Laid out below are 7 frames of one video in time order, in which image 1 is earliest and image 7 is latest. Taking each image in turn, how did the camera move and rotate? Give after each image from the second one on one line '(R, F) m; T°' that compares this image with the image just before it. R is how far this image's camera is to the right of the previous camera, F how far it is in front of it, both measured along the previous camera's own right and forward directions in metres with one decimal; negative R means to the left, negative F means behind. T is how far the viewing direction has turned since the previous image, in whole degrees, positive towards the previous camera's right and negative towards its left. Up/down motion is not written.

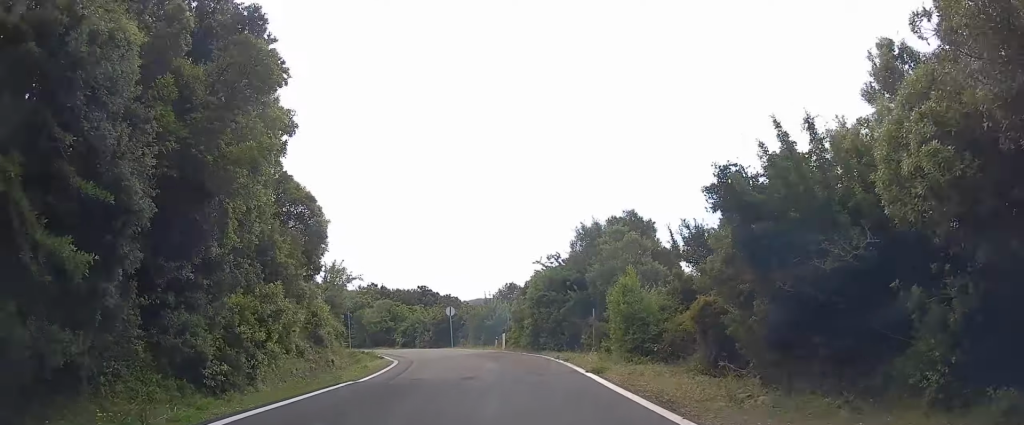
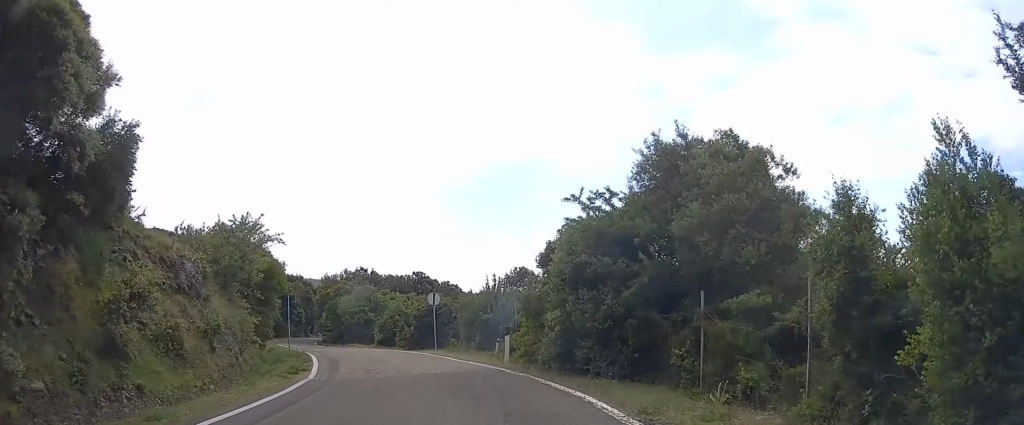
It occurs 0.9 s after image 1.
(+0.6, +12.6) m; +1°
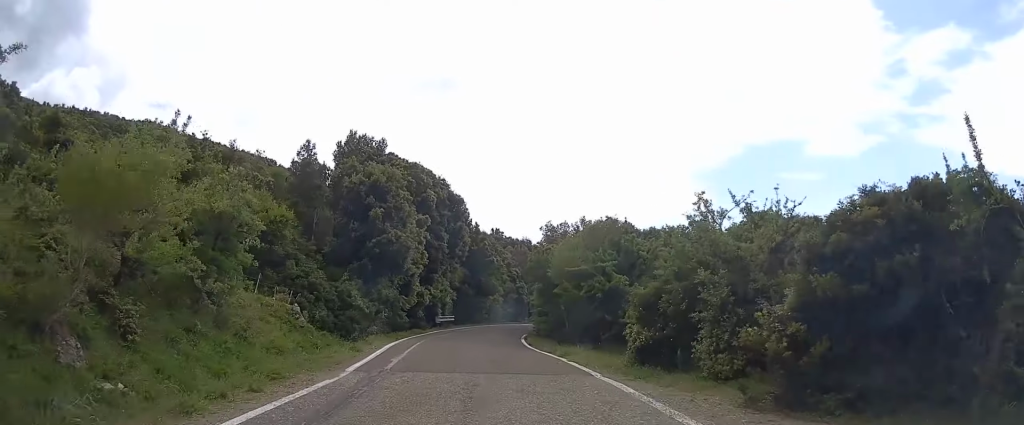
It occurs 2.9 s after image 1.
(-3.9, +28.2) m; -16°
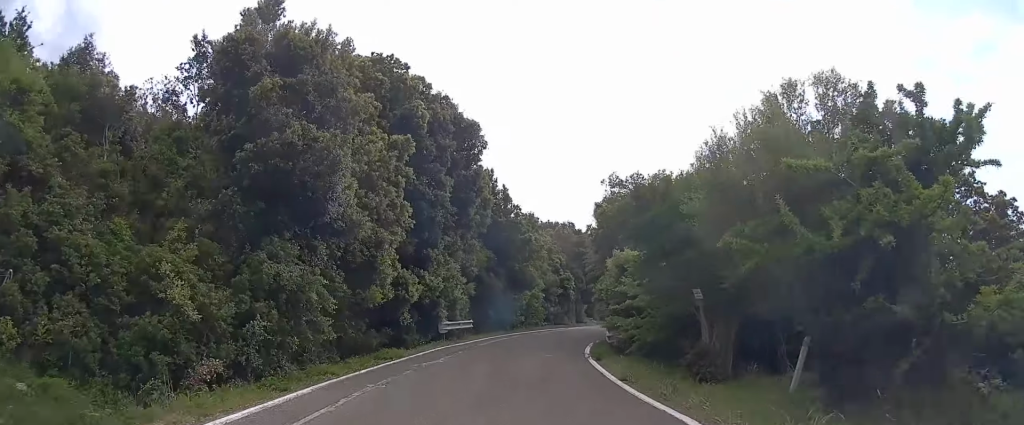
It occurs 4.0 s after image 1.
(-0.8, +15.9) m; -3°
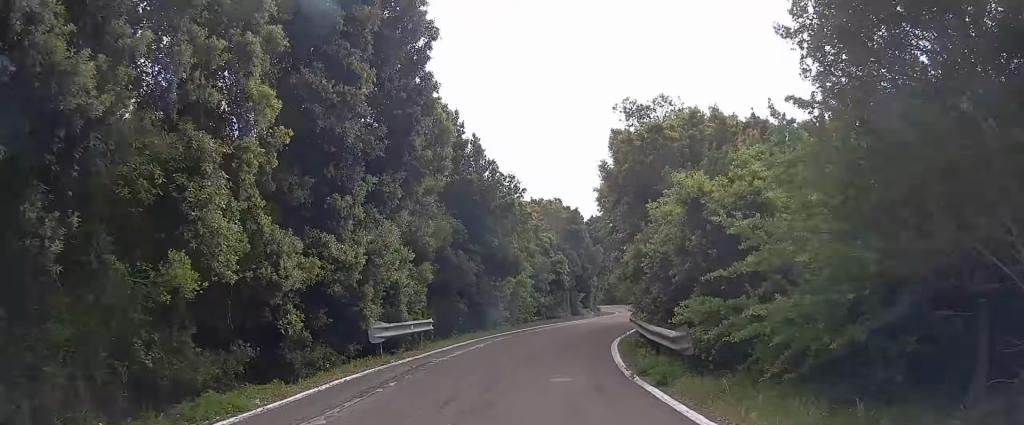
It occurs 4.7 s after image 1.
(-0.3, +9.7) m; +1°
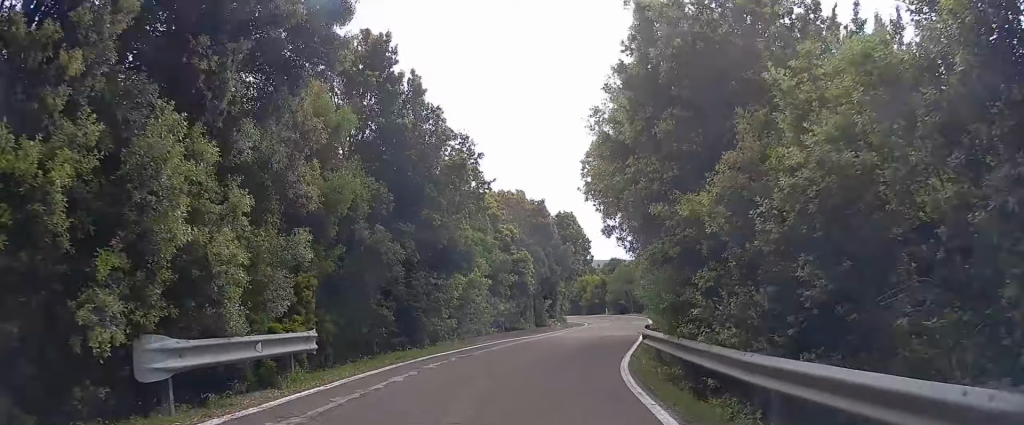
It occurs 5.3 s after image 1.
(+0.4, +8.1) m; +4°
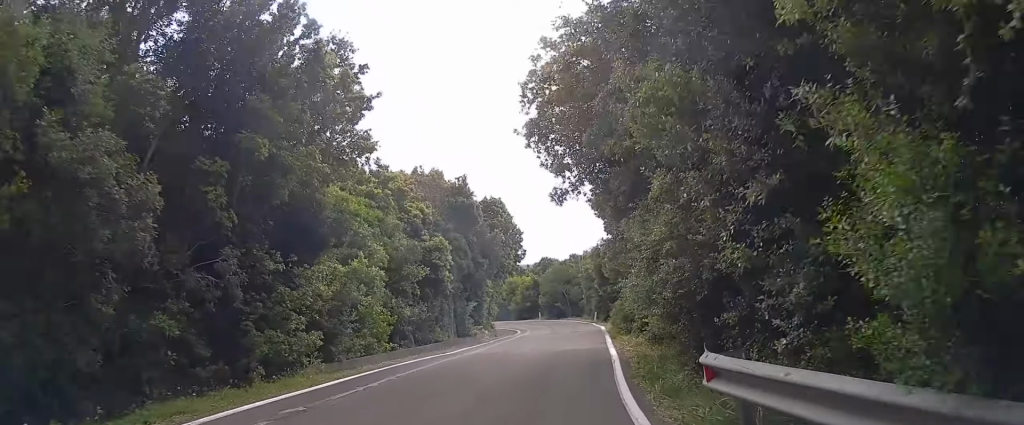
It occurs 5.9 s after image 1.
(+0.2, +8.5) m; +4°
